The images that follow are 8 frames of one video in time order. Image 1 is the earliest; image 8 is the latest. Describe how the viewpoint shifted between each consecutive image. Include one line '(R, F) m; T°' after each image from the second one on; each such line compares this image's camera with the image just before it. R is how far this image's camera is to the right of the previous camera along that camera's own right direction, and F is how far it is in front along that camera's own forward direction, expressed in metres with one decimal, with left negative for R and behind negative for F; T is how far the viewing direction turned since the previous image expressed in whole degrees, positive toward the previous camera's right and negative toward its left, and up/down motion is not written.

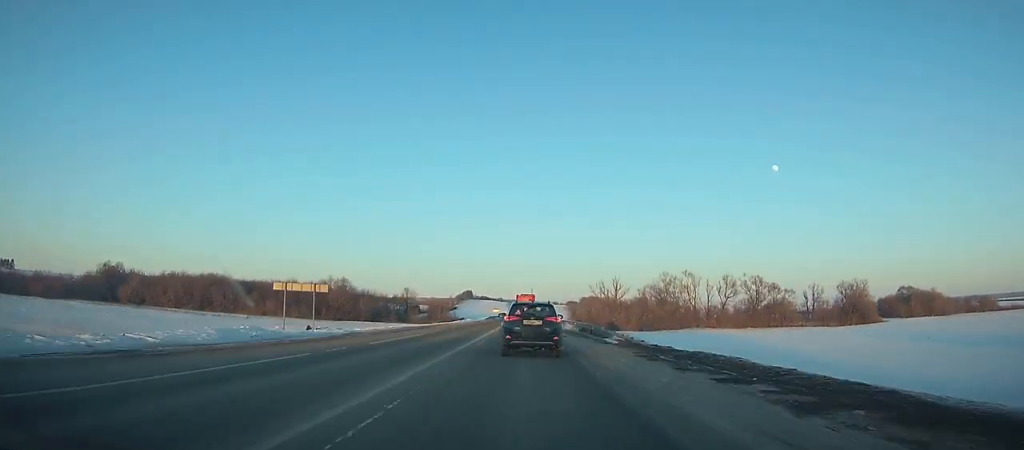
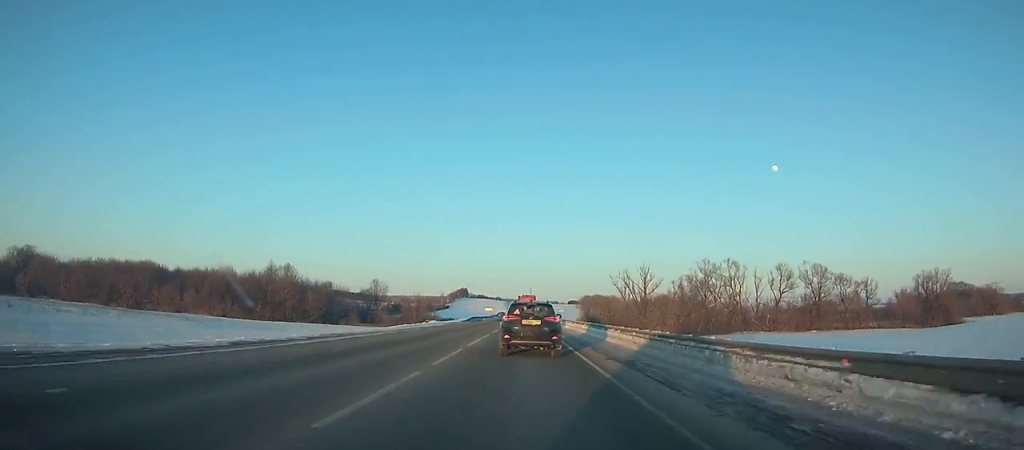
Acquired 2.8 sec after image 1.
(+0.1, +49.8) m; 0°
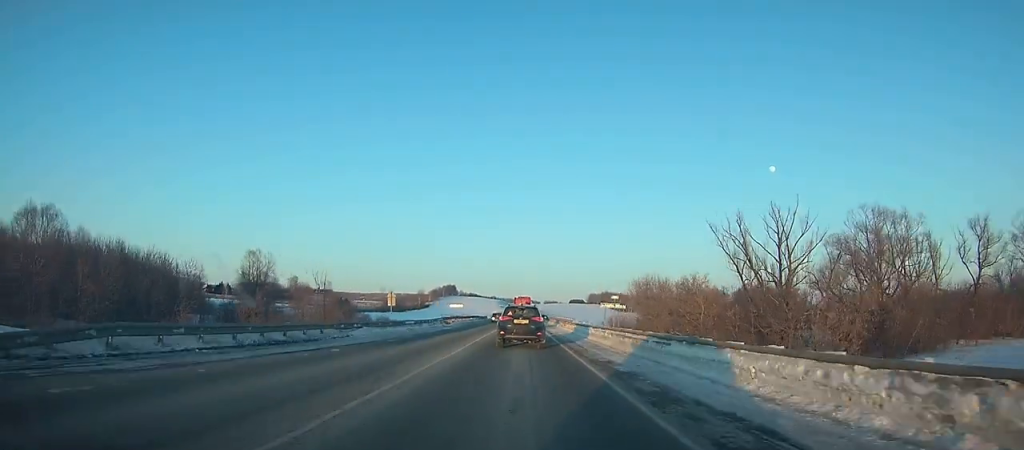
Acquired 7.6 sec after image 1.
(+0.5, +84.9) m; 0°
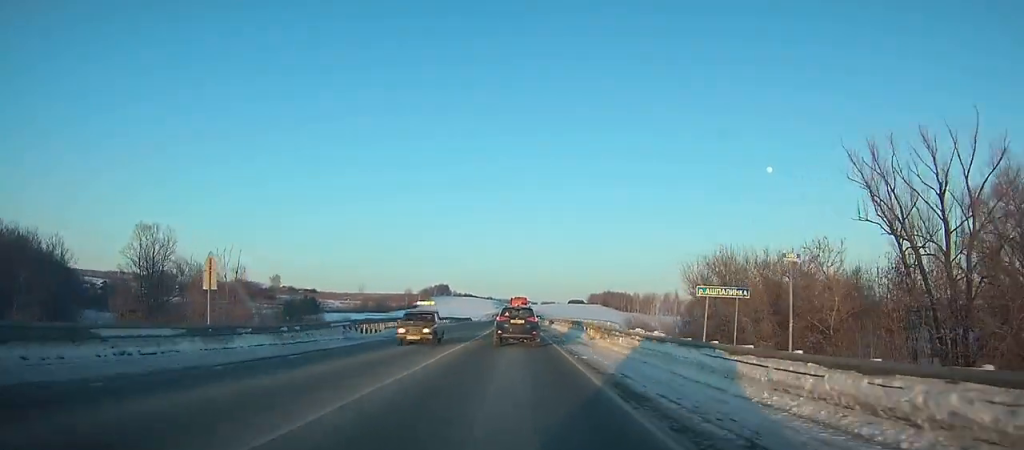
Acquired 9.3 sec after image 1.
(0.0, +30.6) m; 0°
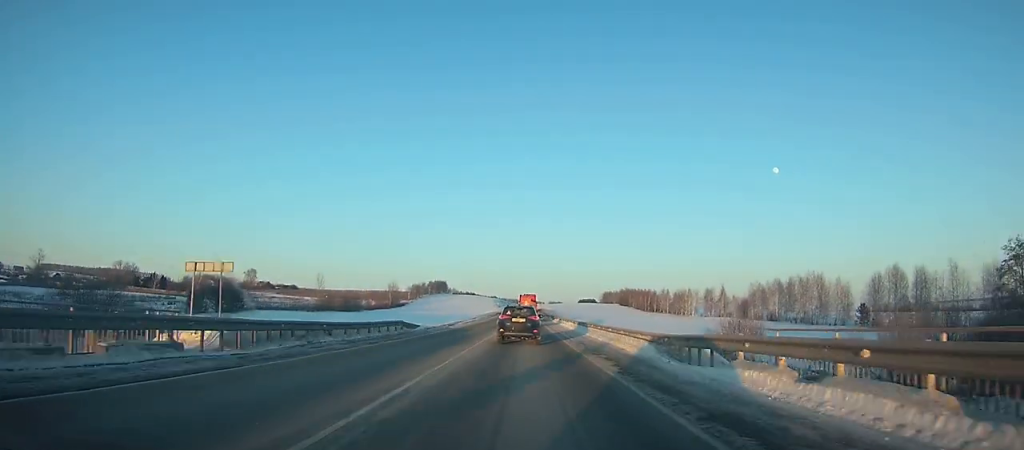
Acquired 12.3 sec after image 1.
(-0.2, +55.3) m; 0°
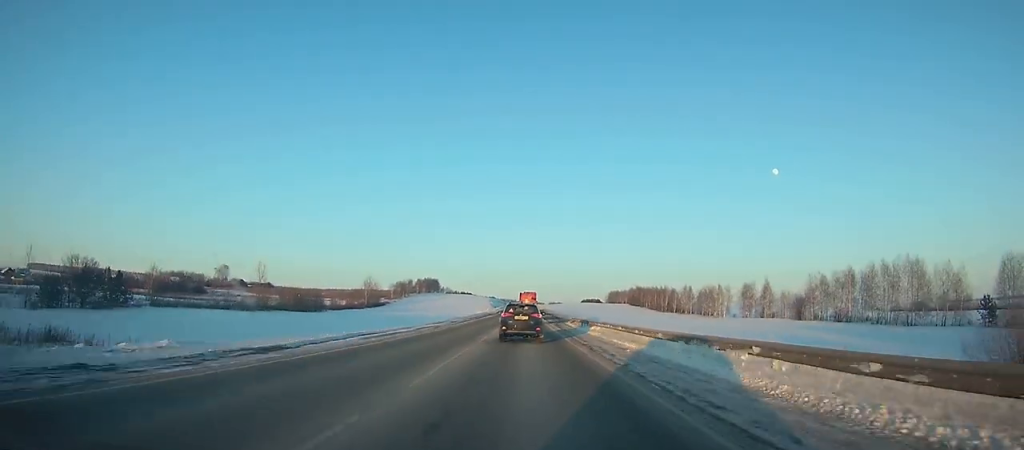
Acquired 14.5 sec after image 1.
(0.0, +41.3) m; 0°
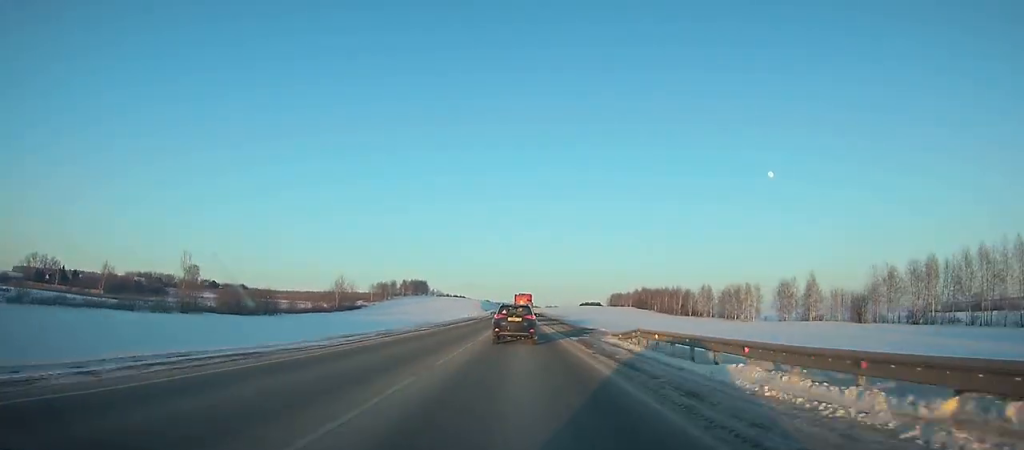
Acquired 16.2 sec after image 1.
(+0.1, +32.1) m; 0°
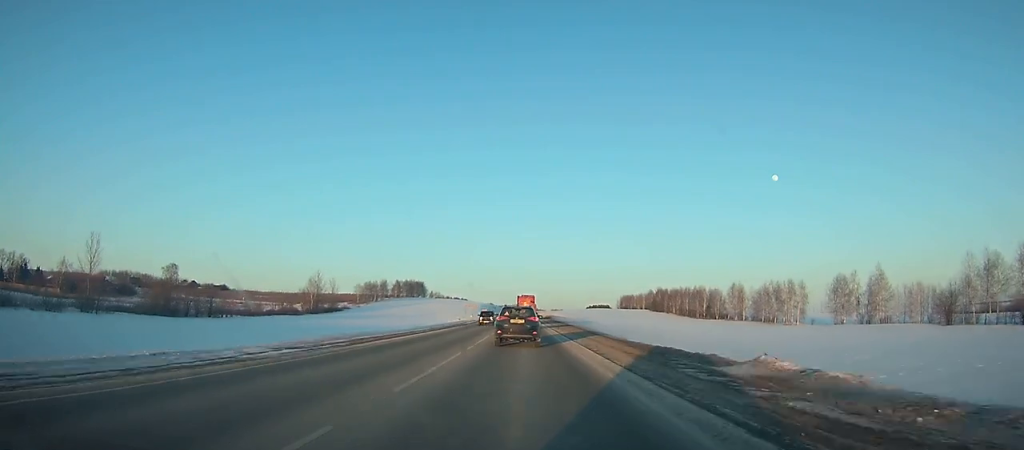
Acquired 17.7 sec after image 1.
(+0.1, +28.4) m; 0°
